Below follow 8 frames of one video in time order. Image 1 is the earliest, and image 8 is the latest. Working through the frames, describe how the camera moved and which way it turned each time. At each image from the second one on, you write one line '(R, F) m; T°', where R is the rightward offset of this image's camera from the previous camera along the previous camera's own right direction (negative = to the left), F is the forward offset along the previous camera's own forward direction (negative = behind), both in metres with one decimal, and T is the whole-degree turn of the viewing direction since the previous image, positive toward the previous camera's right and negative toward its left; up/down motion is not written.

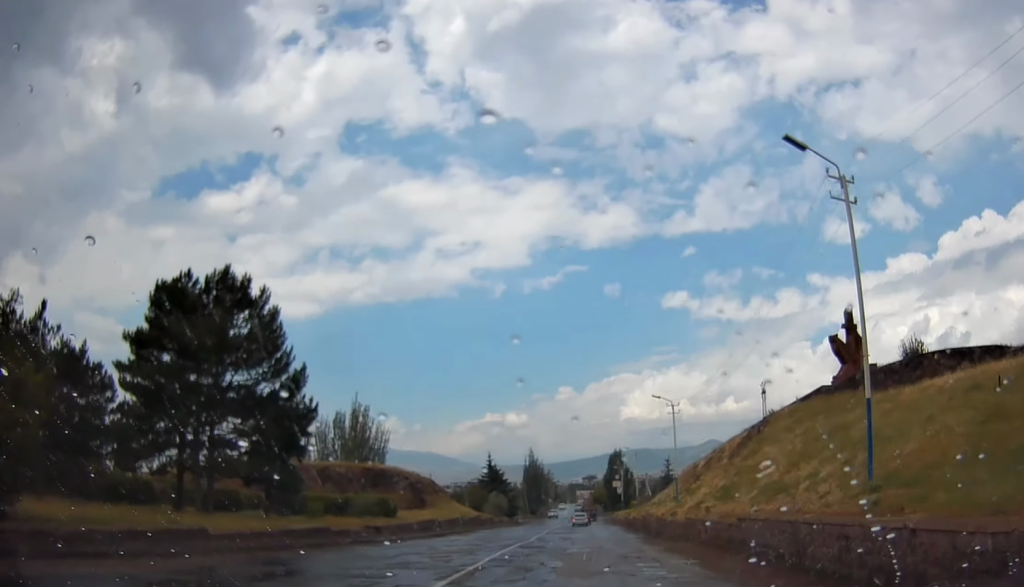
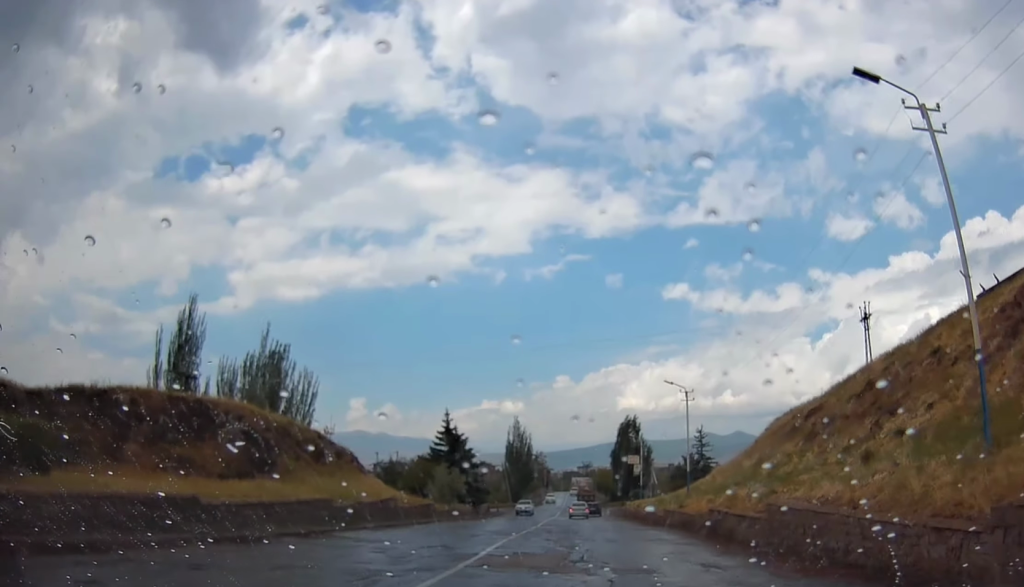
(+0.4, +33.0) m; +1°
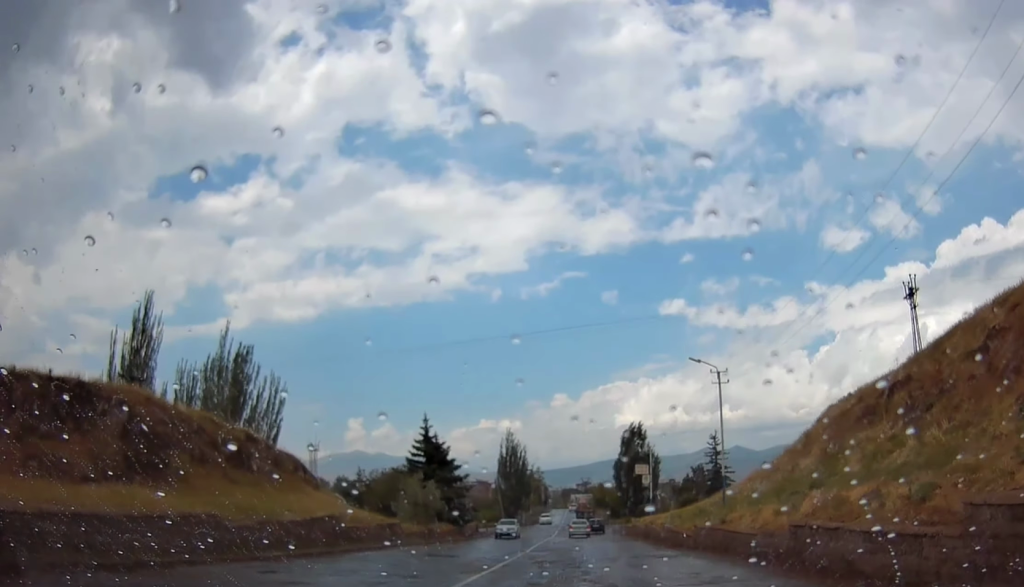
(-0.2, +9.8) m; 0°
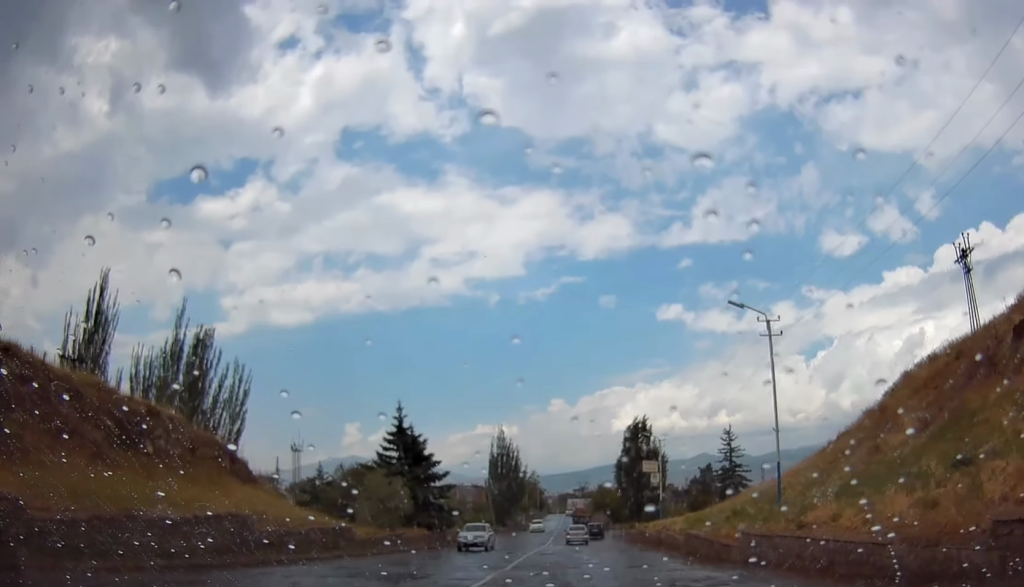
(+0.1, +8.7) m; 0°
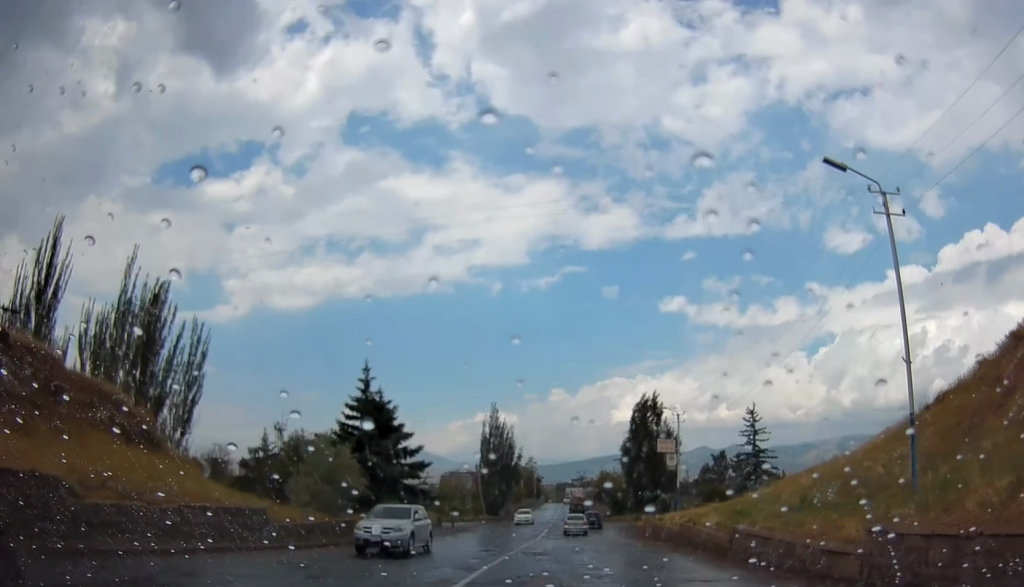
(+0.1, +9.4) m; 0°
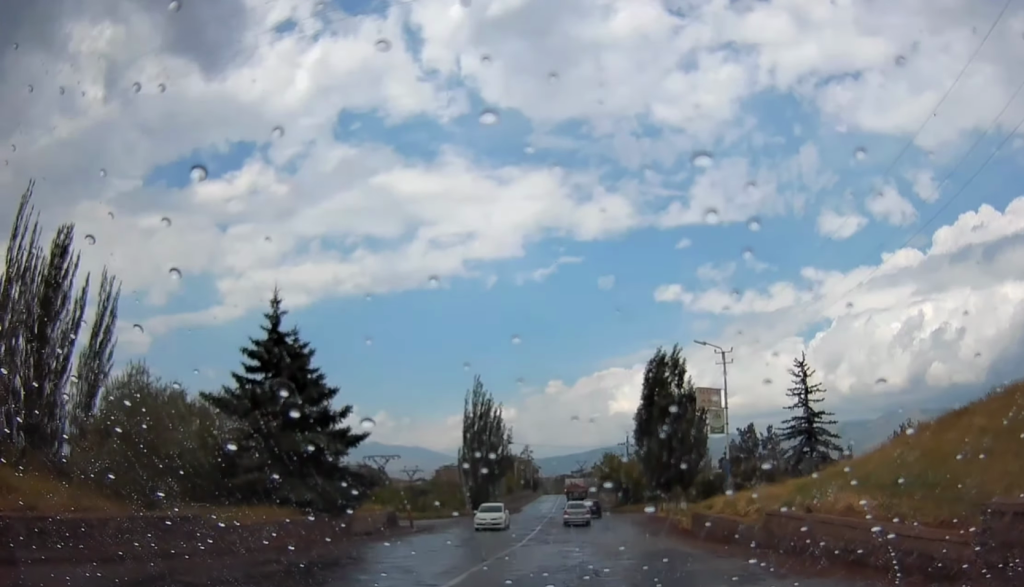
(-0.2, +14.6) m; +1°
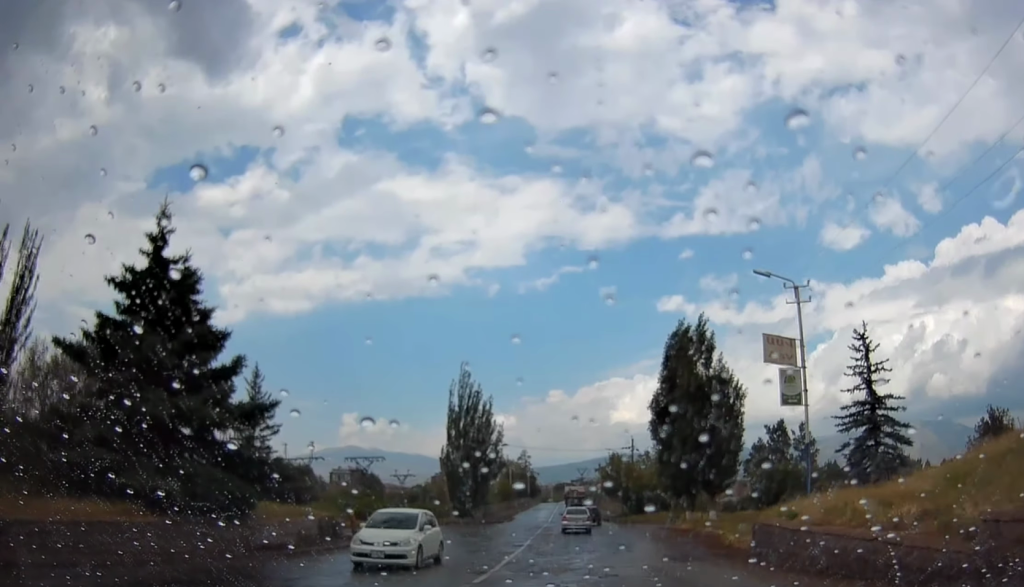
(+0.3, +10.6) m; 0°
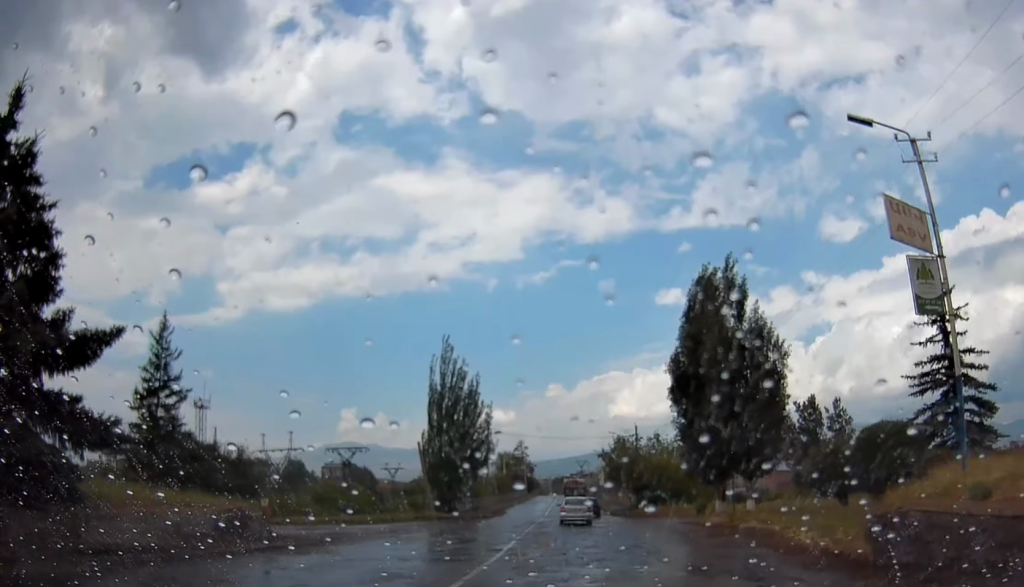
(-0.2, +8.4) m; -1°
